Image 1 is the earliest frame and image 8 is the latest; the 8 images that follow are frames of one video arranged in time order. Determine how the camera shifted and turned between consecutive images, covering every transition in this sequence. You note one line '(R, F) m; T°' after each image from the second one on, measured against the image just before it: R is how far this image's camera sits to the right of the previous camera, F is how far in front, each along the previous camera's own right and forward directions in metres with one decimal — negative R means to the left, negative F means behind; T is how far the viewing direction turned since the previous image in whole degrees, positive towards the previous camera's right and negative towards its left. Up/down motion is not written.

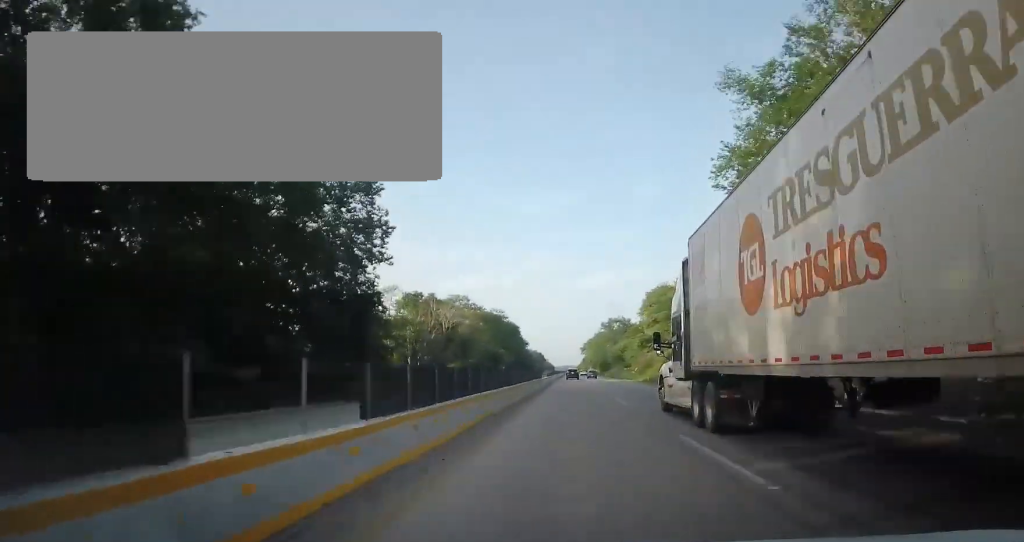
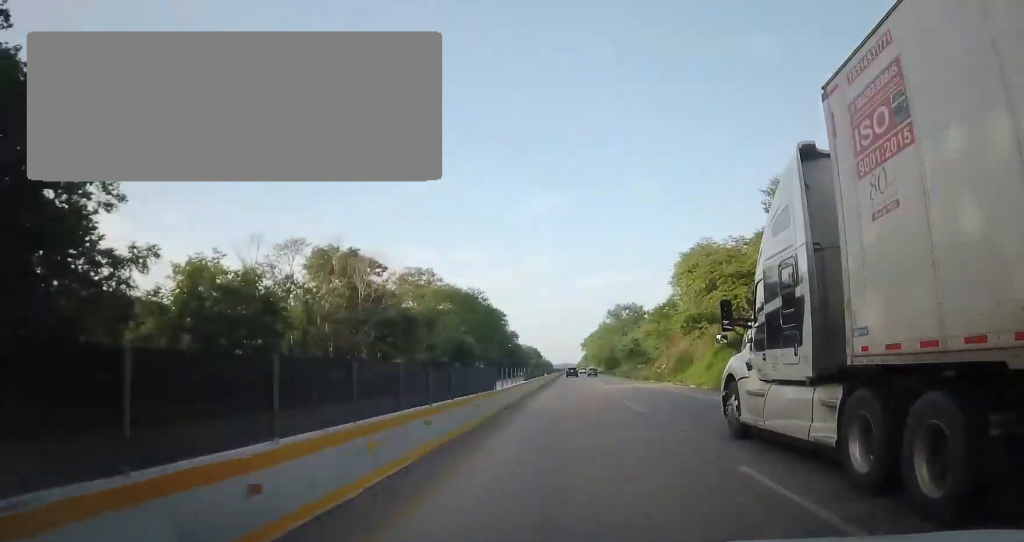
(-0.3, +34.7) m; -1°
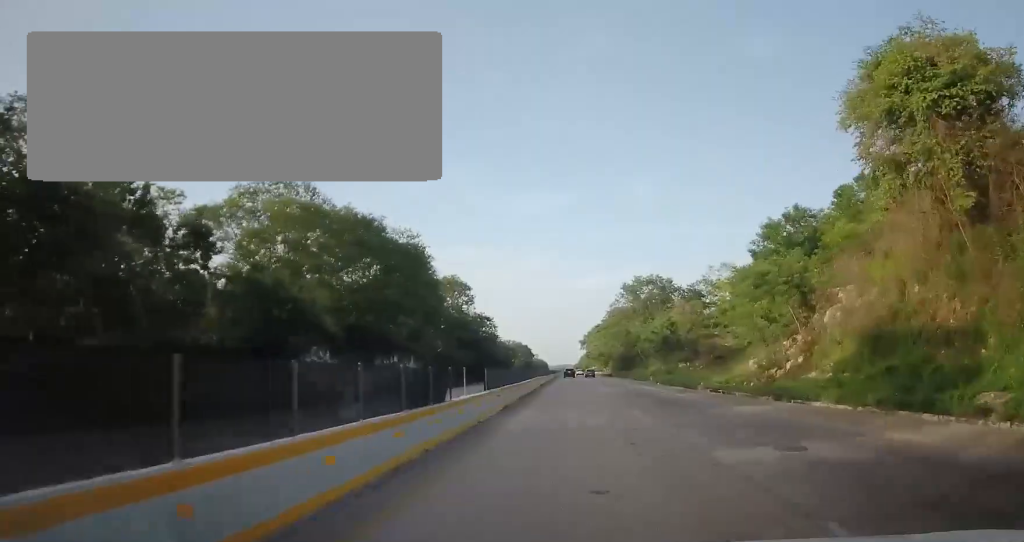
(+1.2, +48.7) m; +3°
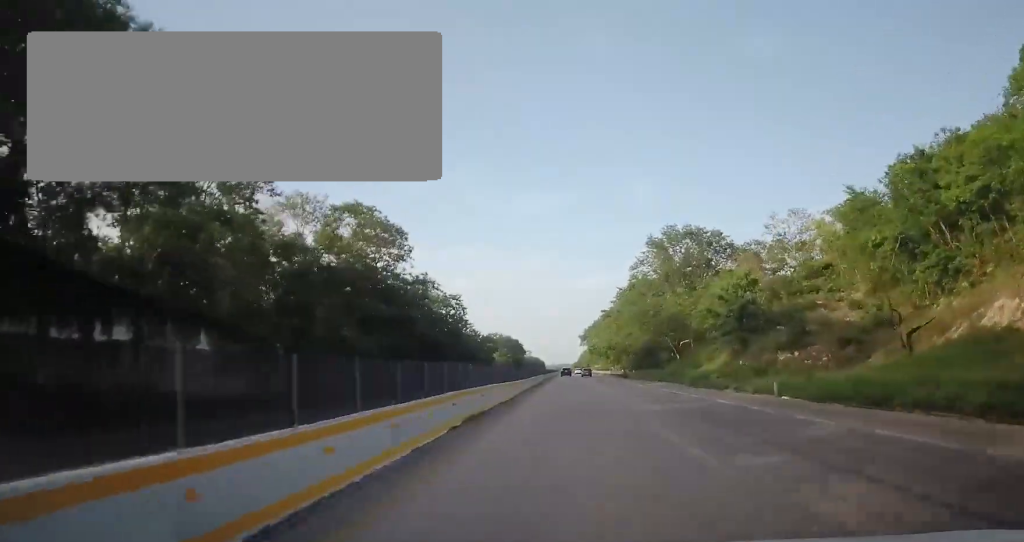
(-0.2, +37.2) m; -1°
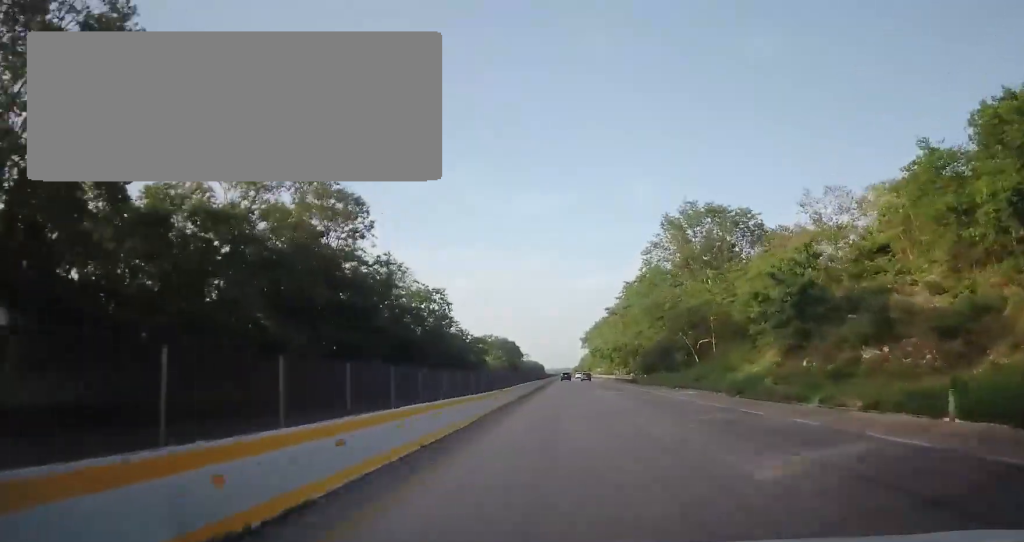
(0.0, +12.0) m; 0°
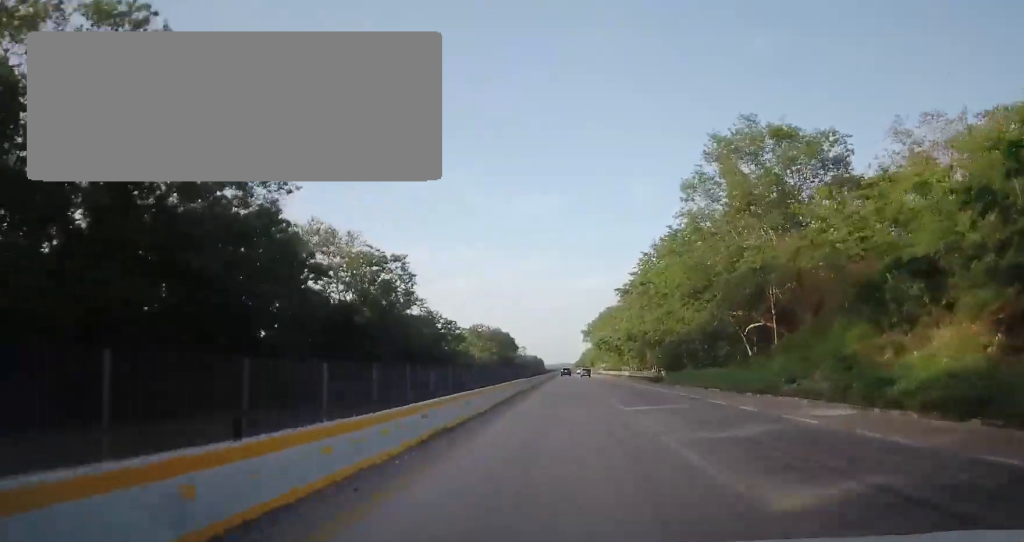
(0.0, +20.3) m; 0°
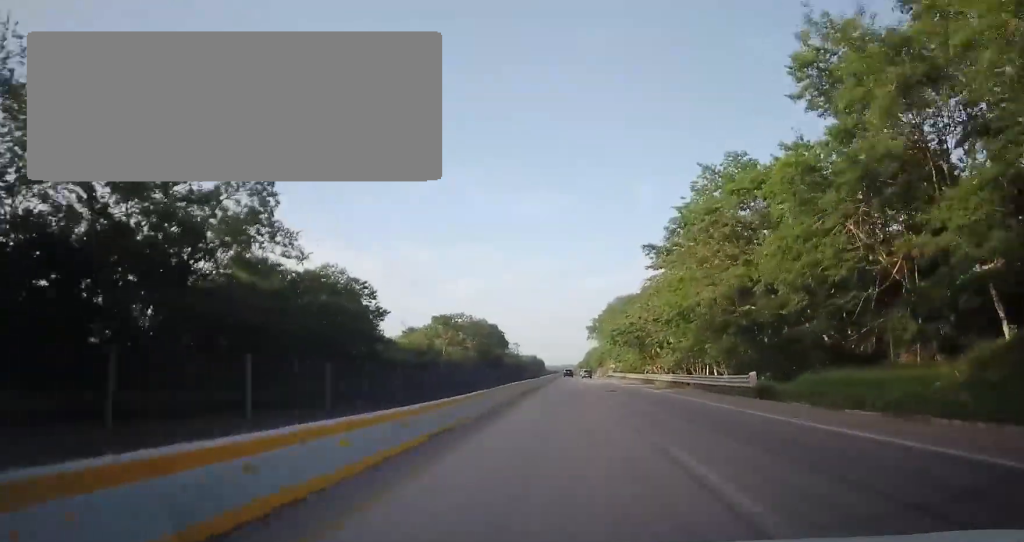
(-0.1, +31.5) m; +1°
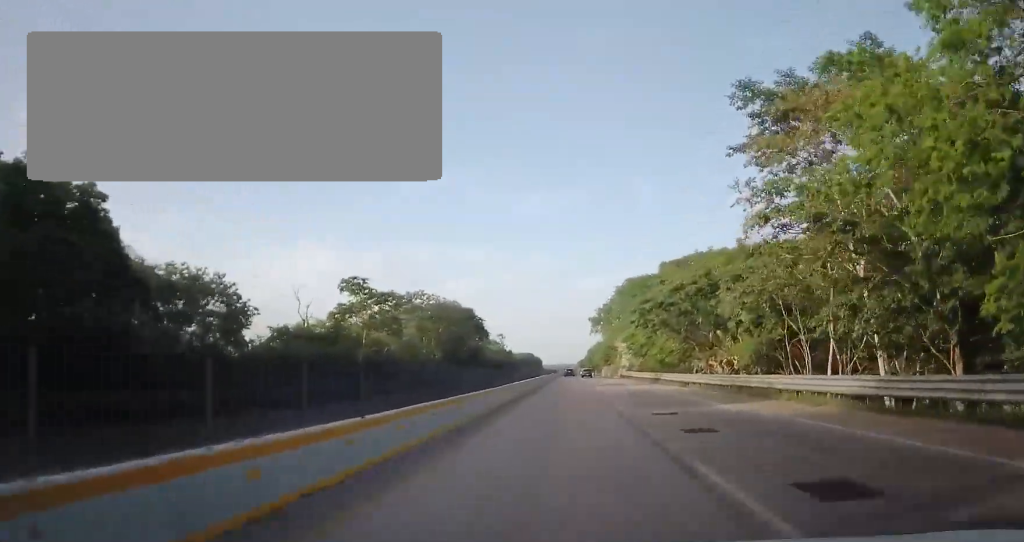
(+0.3, +32.7) m; 0°
